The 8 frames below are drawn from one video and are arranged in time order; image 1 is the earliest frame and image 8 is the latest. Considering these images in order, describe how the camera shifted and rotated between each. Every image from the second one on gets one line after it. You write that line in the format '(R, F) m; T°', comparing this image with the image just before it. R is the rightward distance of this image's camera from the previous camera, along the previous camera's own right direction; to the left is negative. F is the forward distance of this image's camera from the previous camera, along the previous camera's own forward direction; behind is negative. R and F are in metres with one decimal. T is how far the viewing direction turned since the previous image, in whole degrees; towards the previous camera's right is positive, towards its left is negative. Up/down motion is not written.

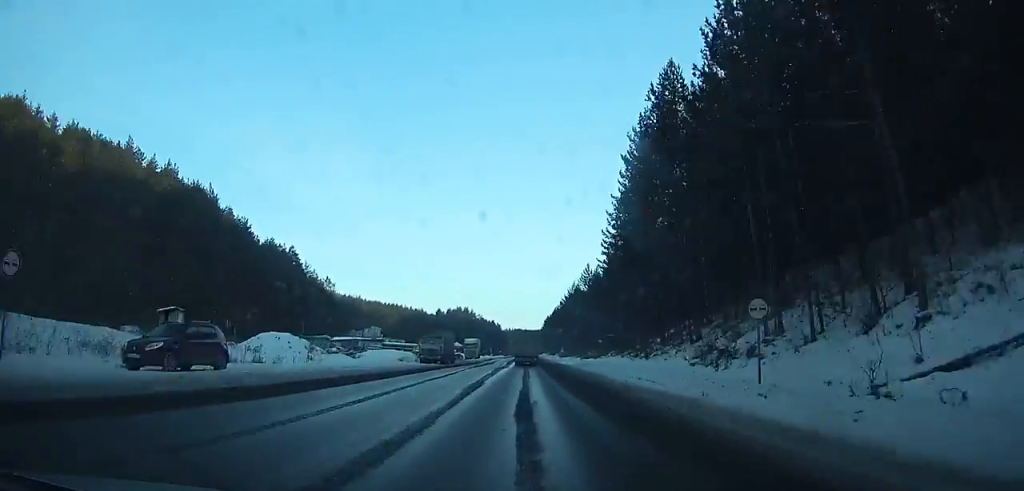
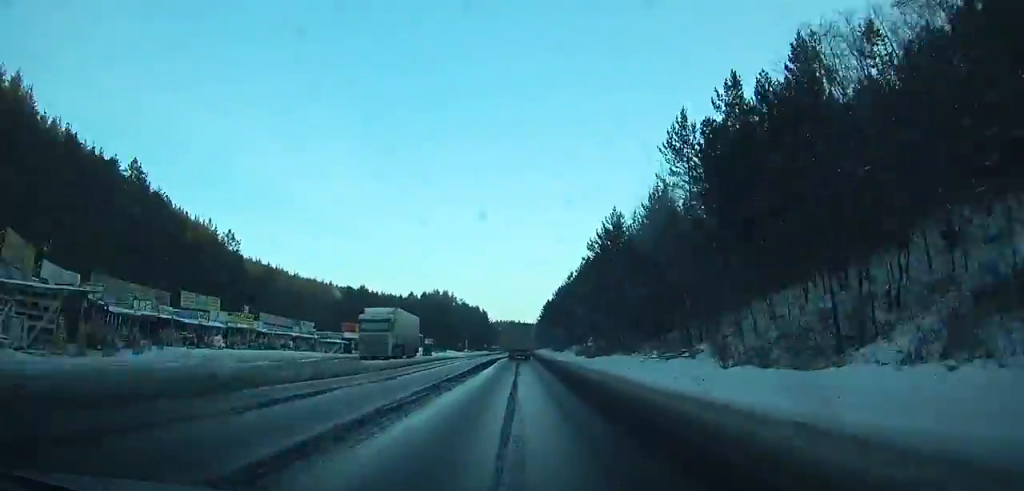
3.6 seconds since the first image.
(+0.4, +70.0) m; 0°
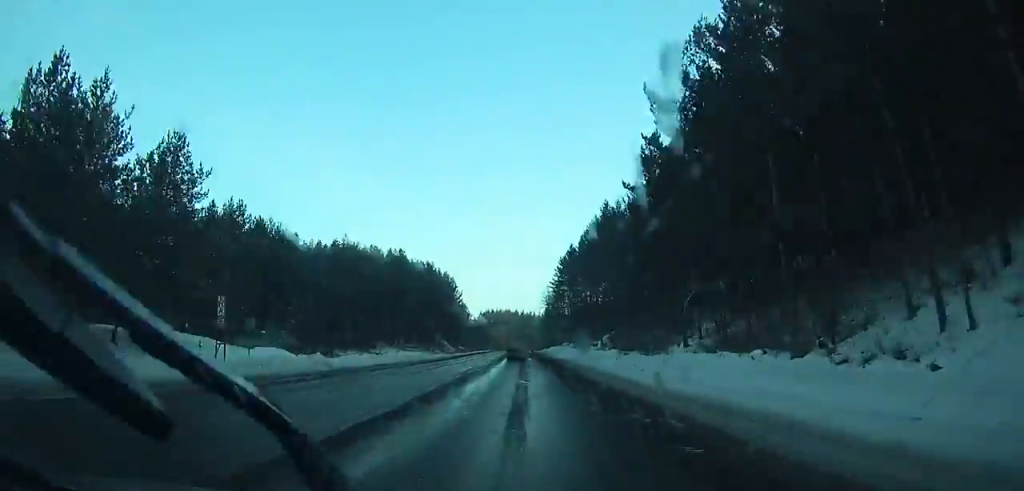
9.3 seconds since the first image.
(+1.9, +109.7) m; +4°
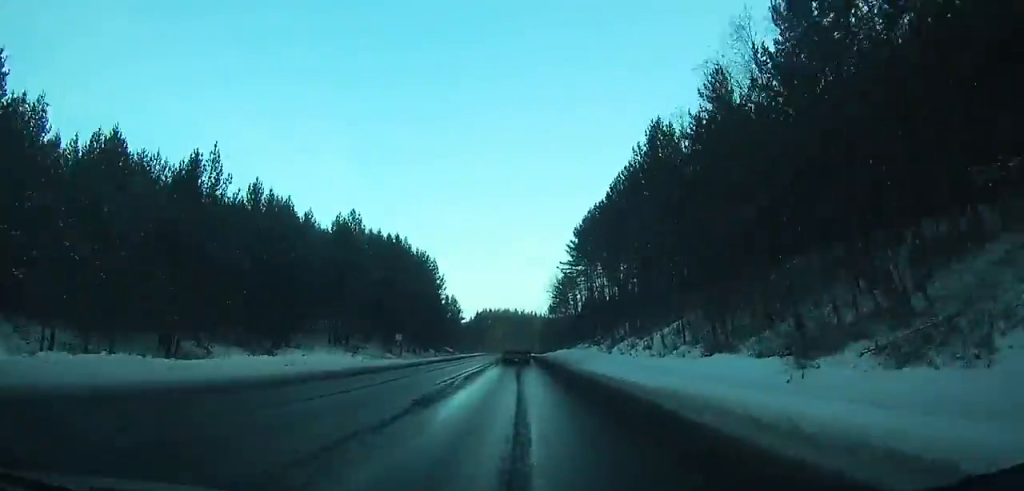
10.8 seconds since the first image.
(+2.4, +27.7) m; -2°
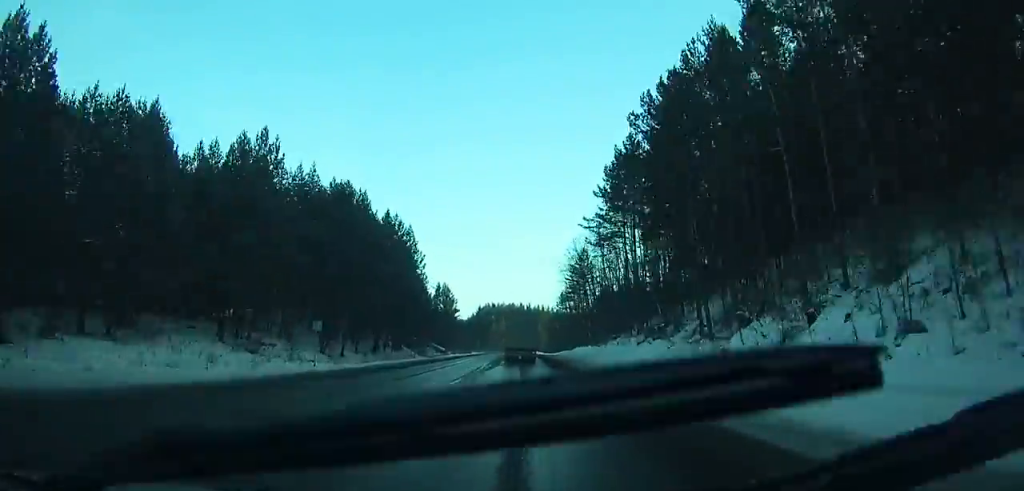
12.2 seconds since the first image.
(+0.9, +25.5) m; -2°
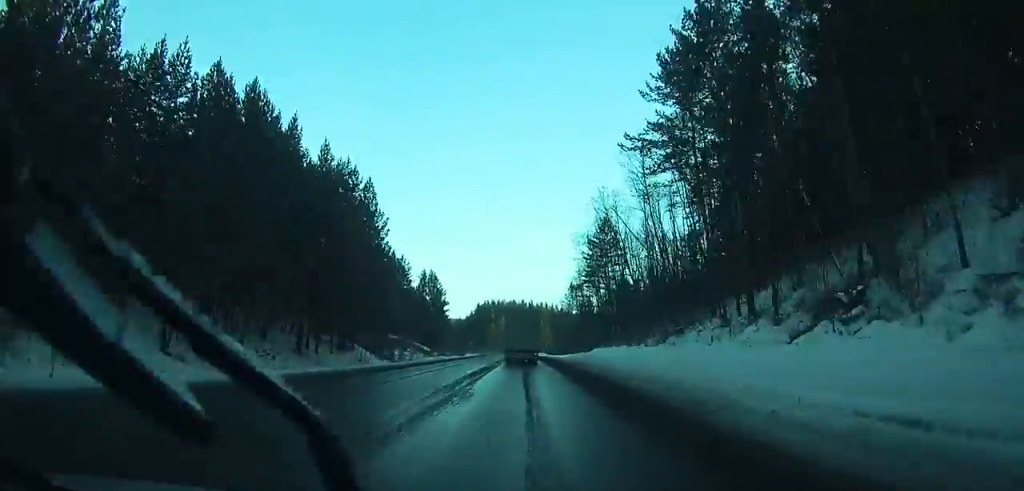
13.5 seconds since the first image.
(-3.4, +23.1) m; -2°
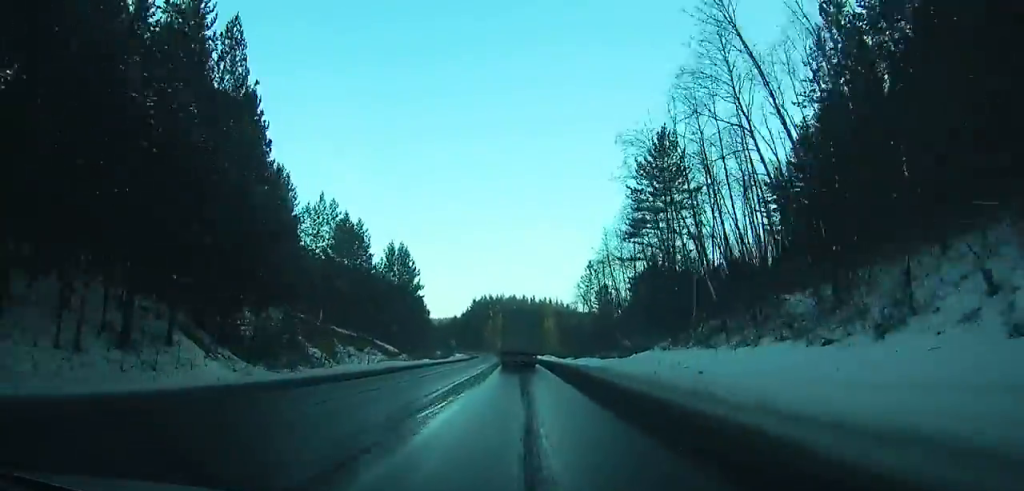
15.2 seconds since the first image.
(-2.2, +30.1) m; -2°
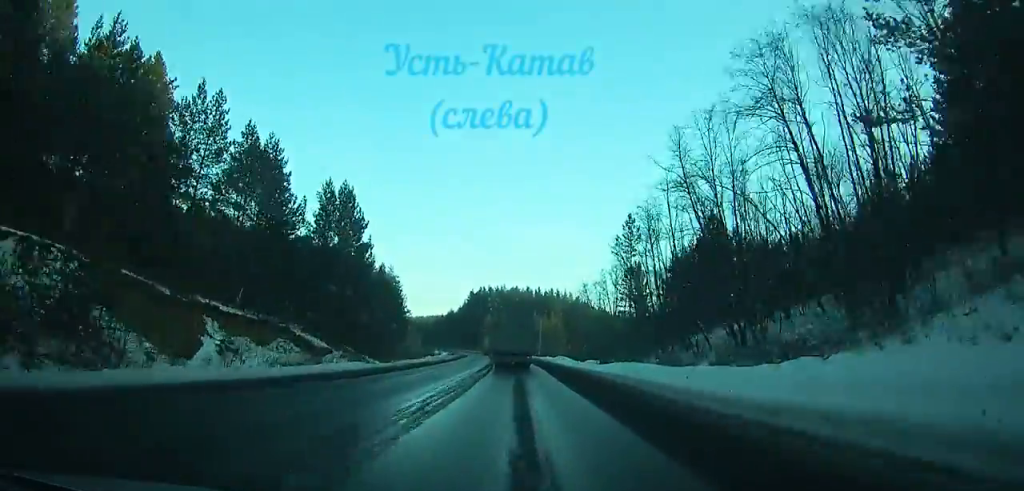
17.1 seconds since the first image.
(+2.0, +32.1) m; +1°
